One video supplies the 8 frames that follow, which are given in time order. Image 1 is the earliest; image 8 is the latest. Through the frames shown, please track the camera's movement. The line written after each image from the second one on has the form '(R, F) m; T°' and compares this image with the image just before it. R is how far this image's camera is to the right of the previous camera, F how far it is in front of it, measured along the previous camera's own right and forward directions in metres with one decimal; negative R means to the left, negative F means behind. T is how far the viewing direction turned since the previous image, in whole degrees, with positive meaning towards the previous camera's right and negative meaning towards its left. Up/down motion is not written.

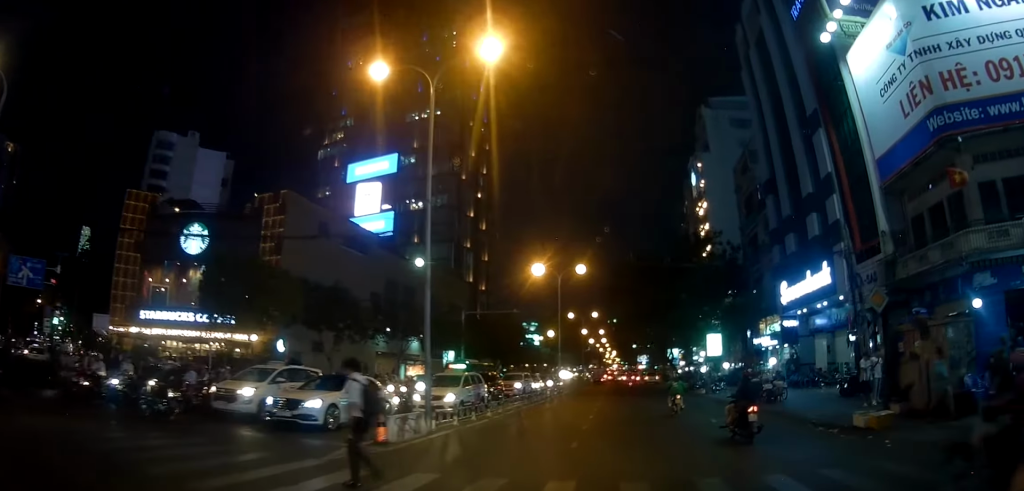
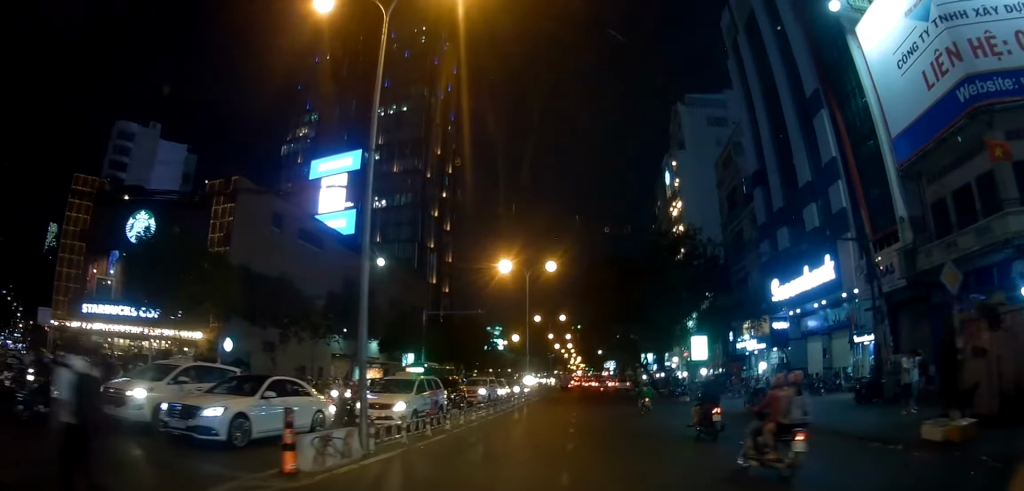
(-0.1, +3.4) m; -4°
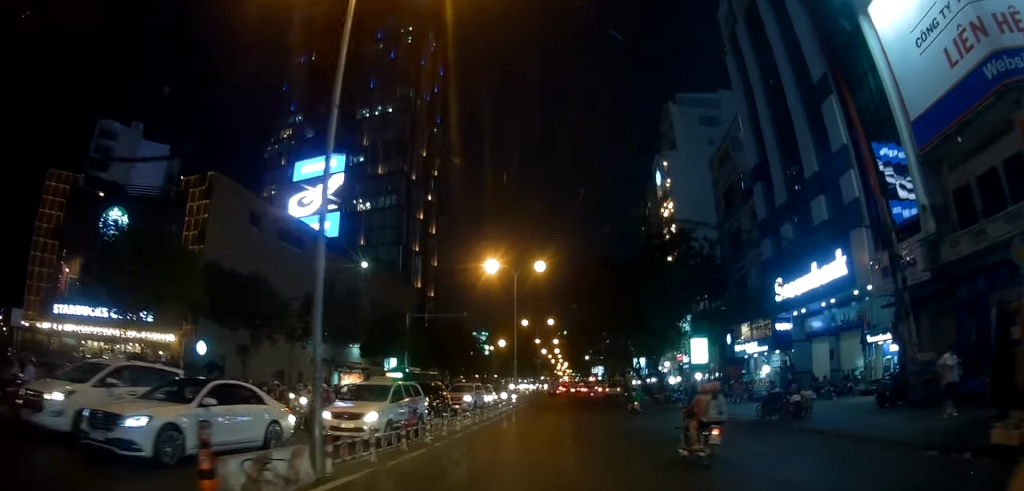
(-0.3, +2.2) m; +3°
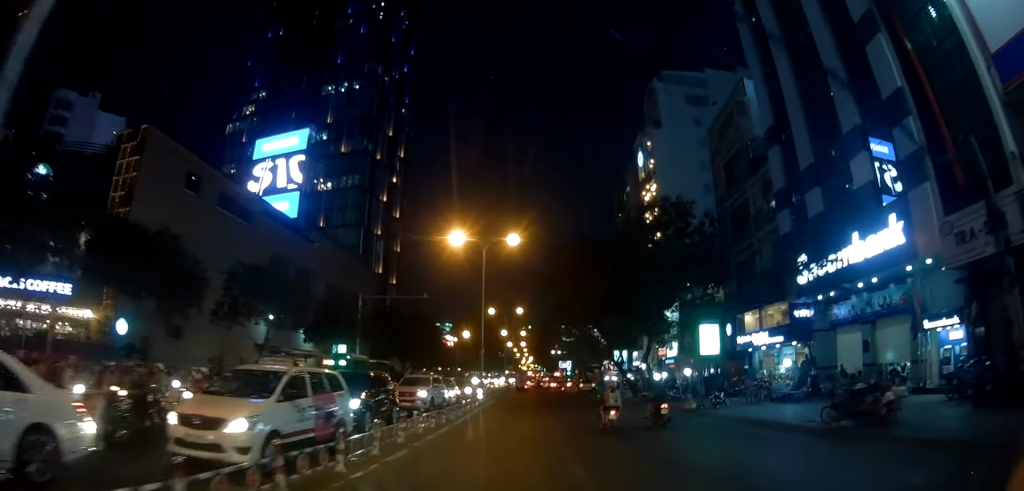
(+0.7, +6.2) m; +4°
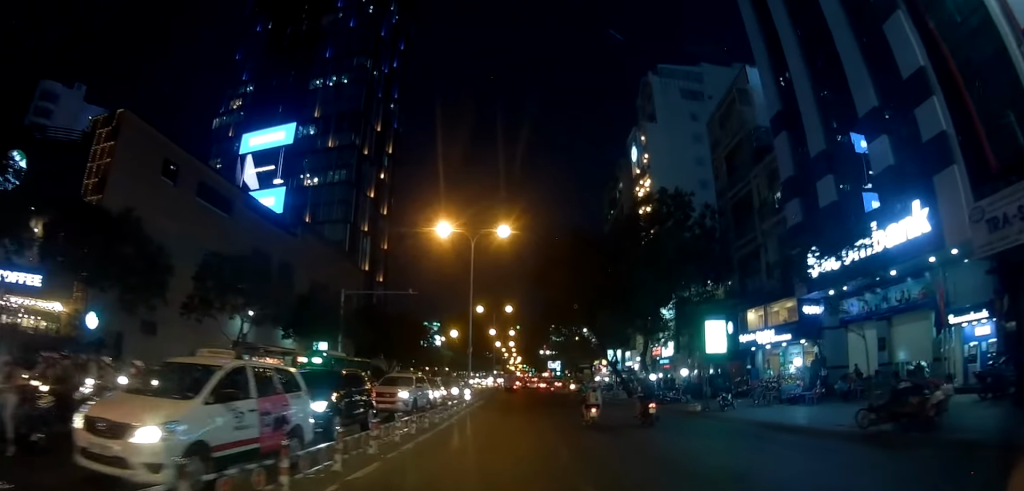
(-0.3, +2.1) m; 0°
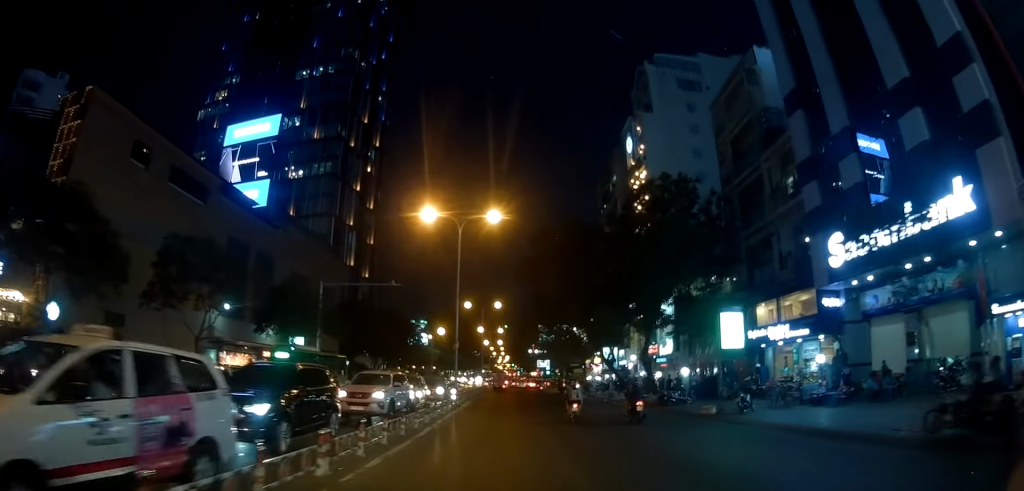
(-0.2, +2.7) m; 0°
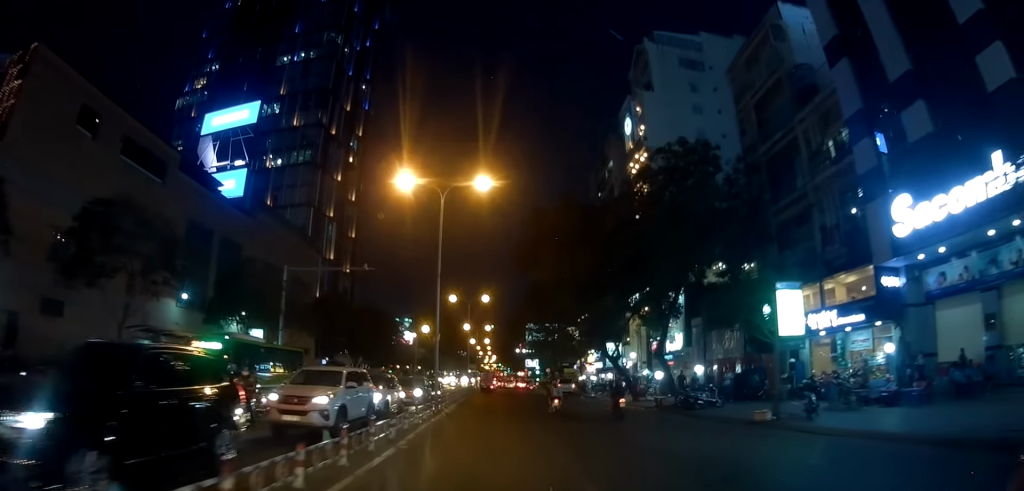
(+0.6, +4.8) m; +1°
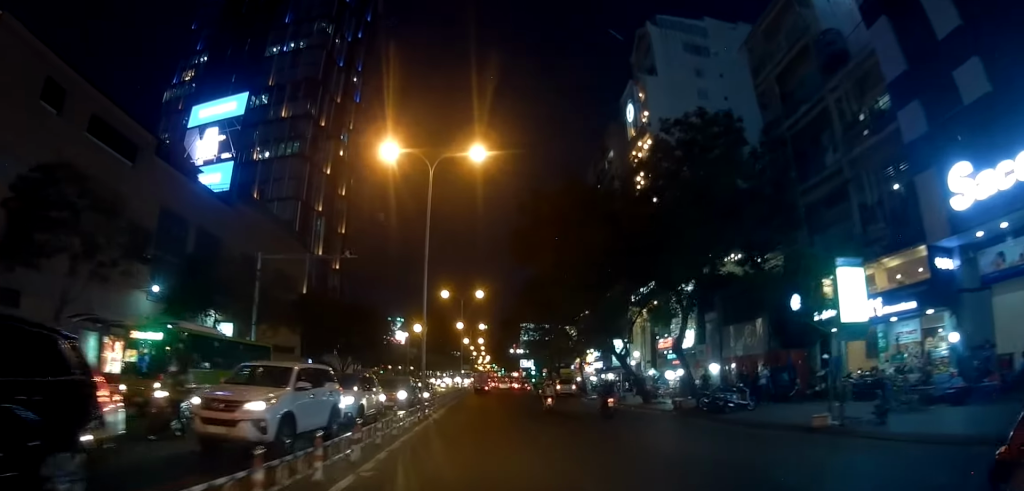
(-0.4, +3.2) m; +1°
